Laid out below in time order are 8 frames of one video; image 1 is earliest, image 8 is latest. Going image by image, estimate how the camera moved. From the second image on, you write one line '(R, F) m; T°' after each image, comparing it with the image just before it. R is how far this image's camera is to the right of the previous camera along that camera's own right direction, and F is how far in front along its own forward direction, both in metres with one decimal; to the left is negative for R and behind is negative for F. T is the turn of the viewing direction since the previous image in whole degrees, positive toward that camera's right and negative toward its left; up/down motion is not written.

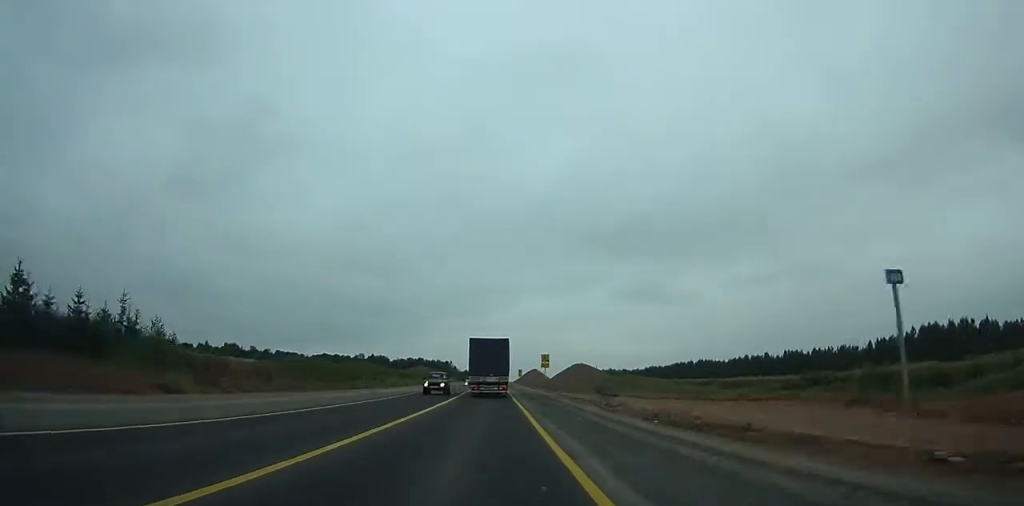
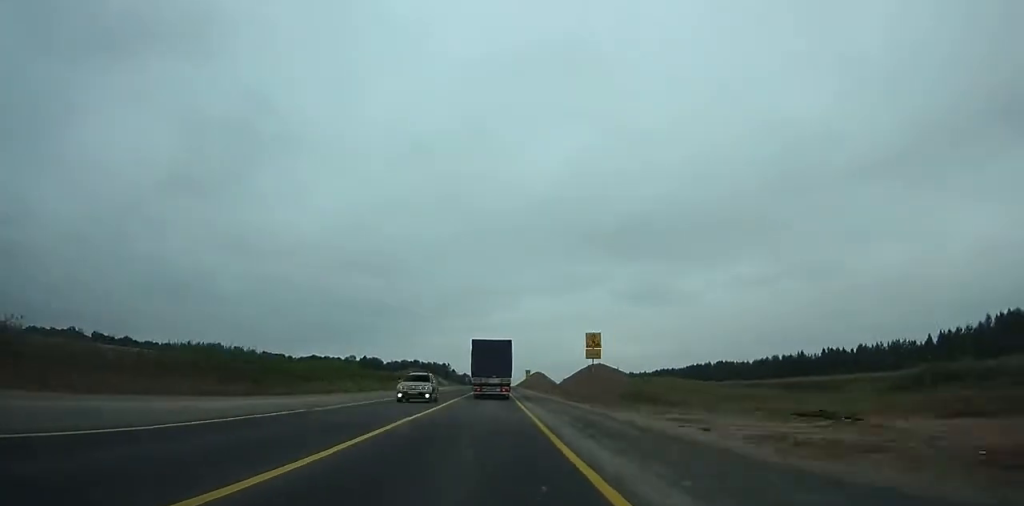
(+0.1, +31.9) m; 0°
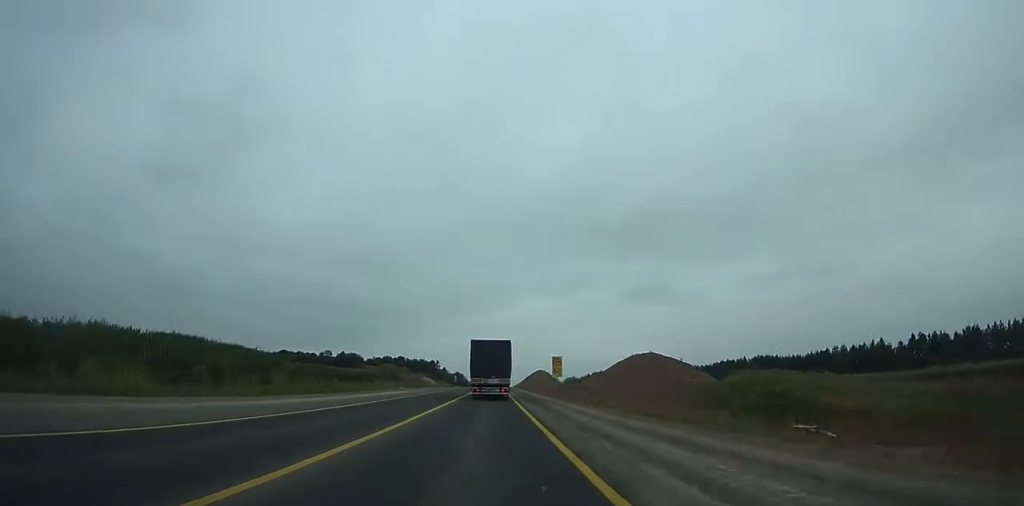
(0.0, +59.5) m; 0°
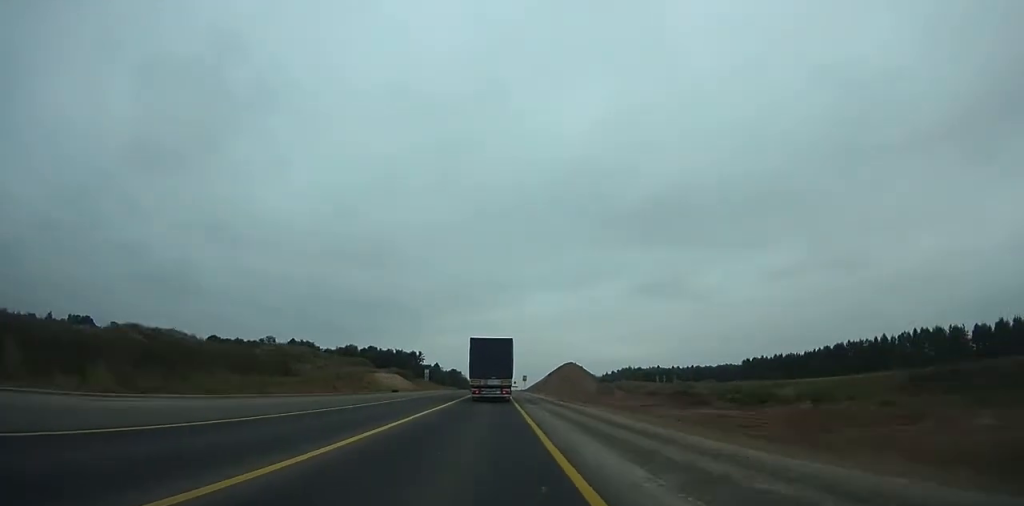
(+0.3, +115.3) m; 0°
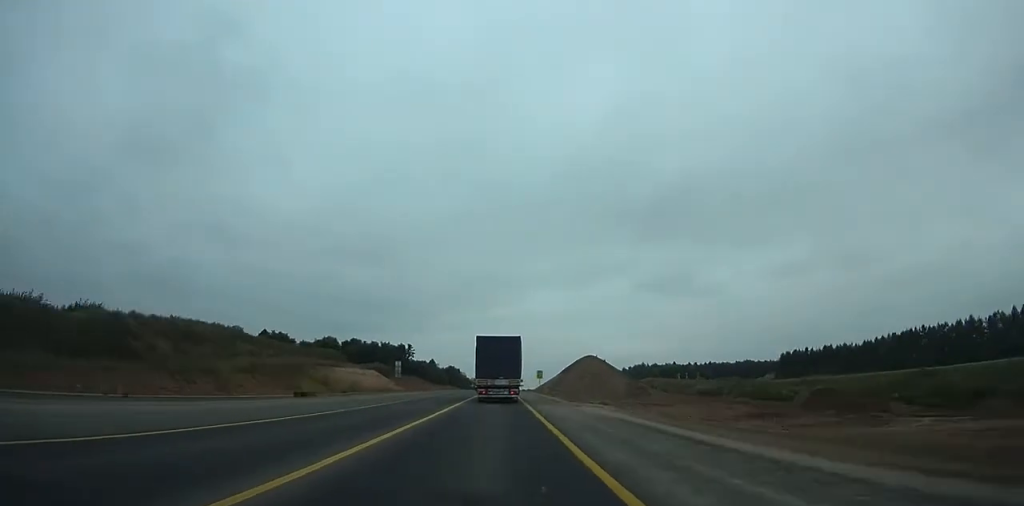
(-0.1, +40.7) m; 0°
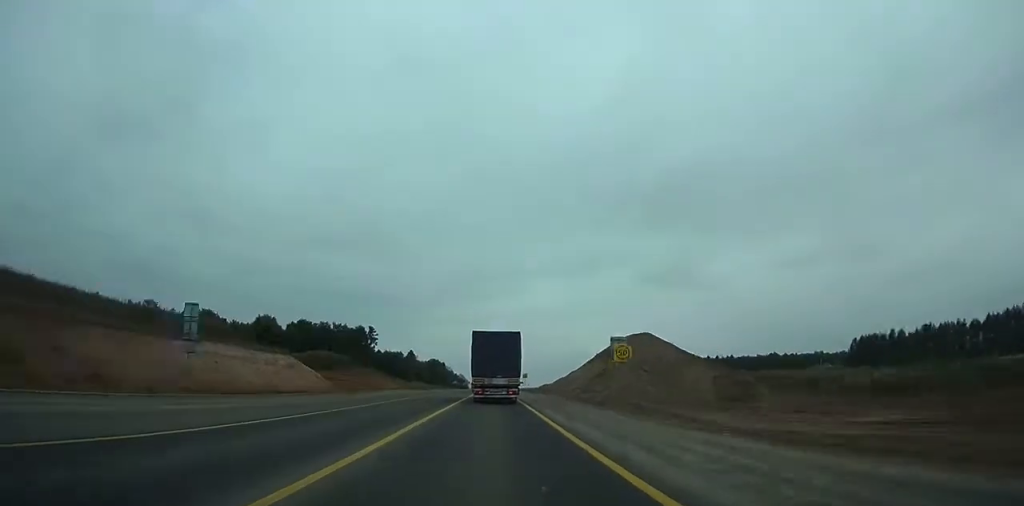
(-0.1, +63.9) m; 0°
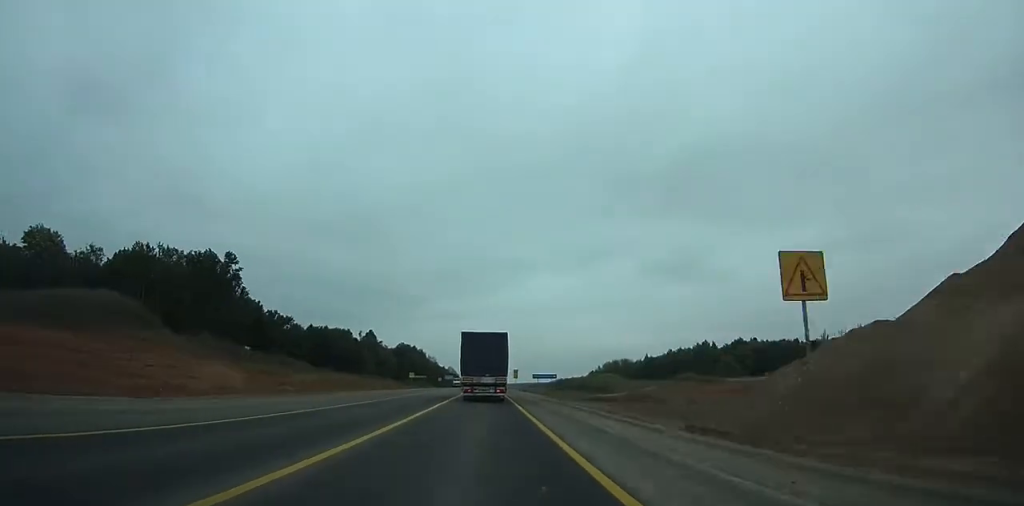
(+0.7, +103.4) m; +1°
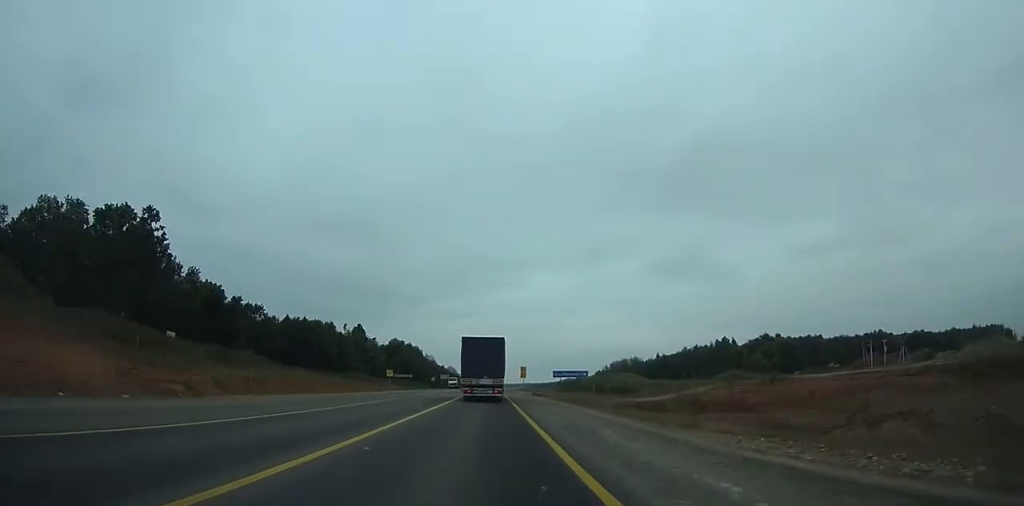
(0.0, +25.6) m; 0°
